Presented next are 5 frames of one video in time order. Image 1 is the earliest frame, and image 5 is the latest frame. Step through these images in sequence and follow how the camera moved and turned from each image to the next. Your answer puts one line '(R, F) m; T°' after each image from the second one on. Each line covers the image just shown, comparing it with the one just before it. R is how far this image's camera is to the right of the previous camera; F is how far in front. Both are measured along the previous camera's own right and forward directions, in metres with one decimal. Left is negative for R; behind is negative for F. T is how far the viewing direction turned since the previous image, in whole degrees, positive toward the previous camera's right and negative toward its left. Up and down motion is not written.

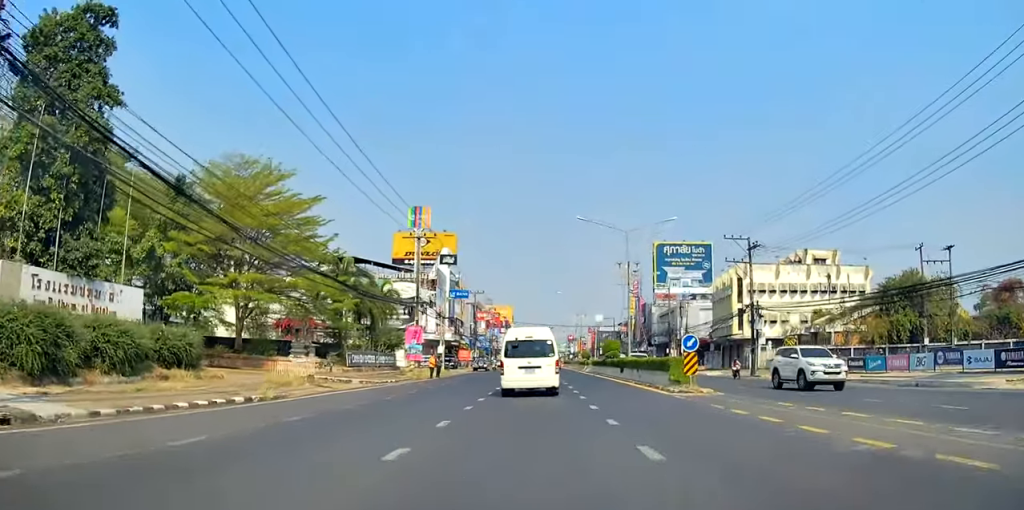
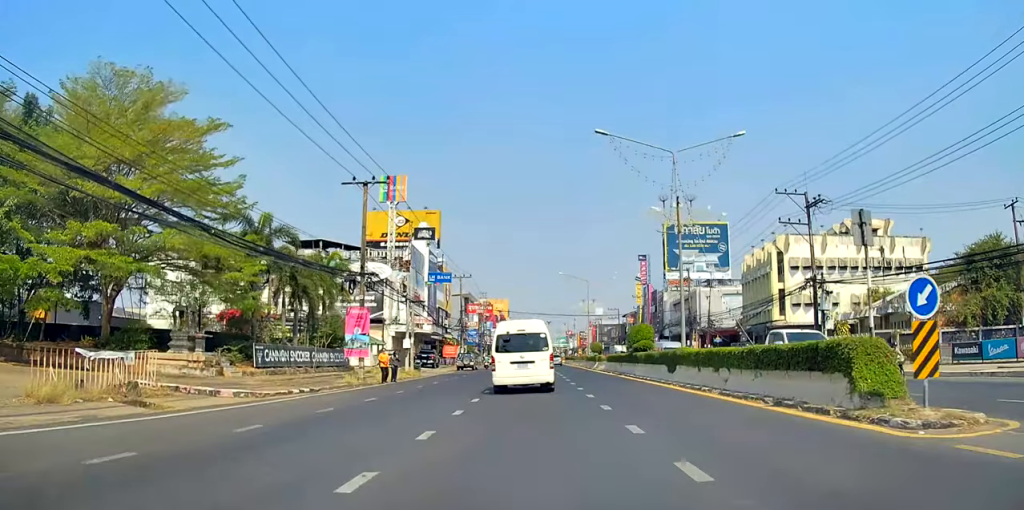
(+0.4, +14.3) m; +1°
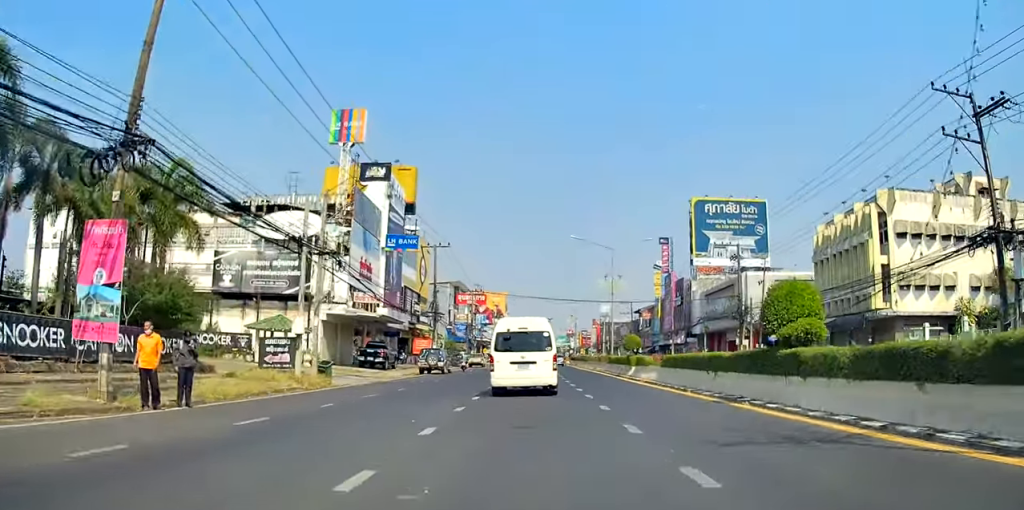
(-0.6, +19.9) m; -4°
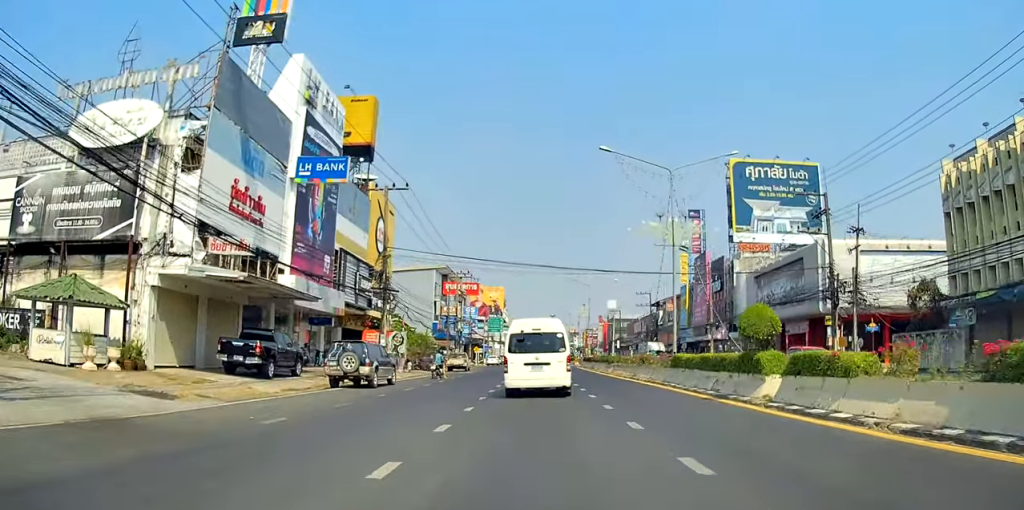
(+0.5, +21.1) m; +3°
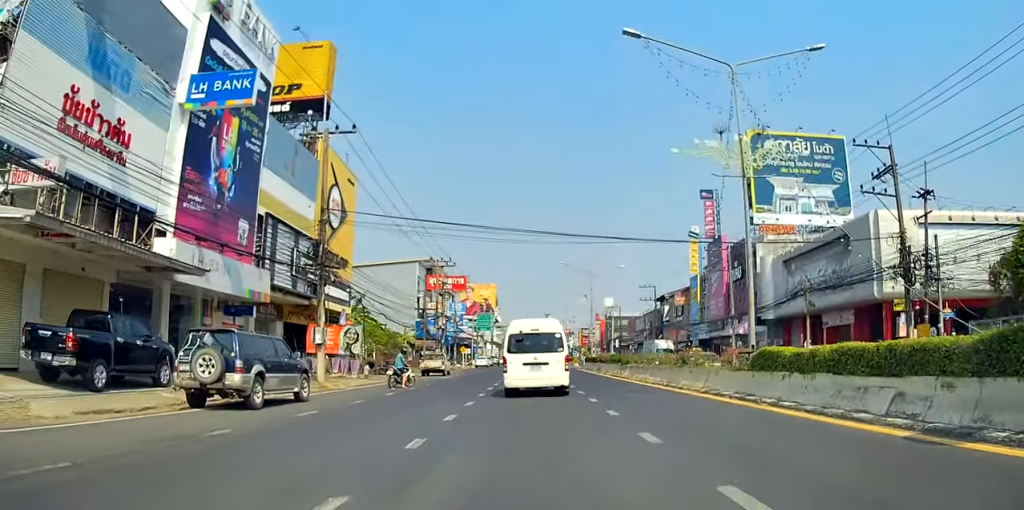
(0.0, +10.2) m; 0°
